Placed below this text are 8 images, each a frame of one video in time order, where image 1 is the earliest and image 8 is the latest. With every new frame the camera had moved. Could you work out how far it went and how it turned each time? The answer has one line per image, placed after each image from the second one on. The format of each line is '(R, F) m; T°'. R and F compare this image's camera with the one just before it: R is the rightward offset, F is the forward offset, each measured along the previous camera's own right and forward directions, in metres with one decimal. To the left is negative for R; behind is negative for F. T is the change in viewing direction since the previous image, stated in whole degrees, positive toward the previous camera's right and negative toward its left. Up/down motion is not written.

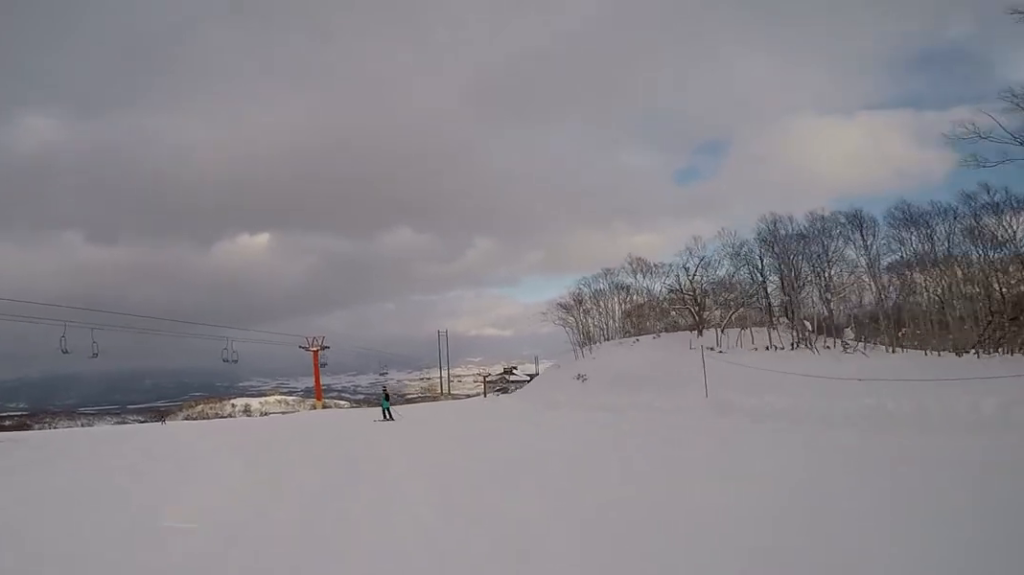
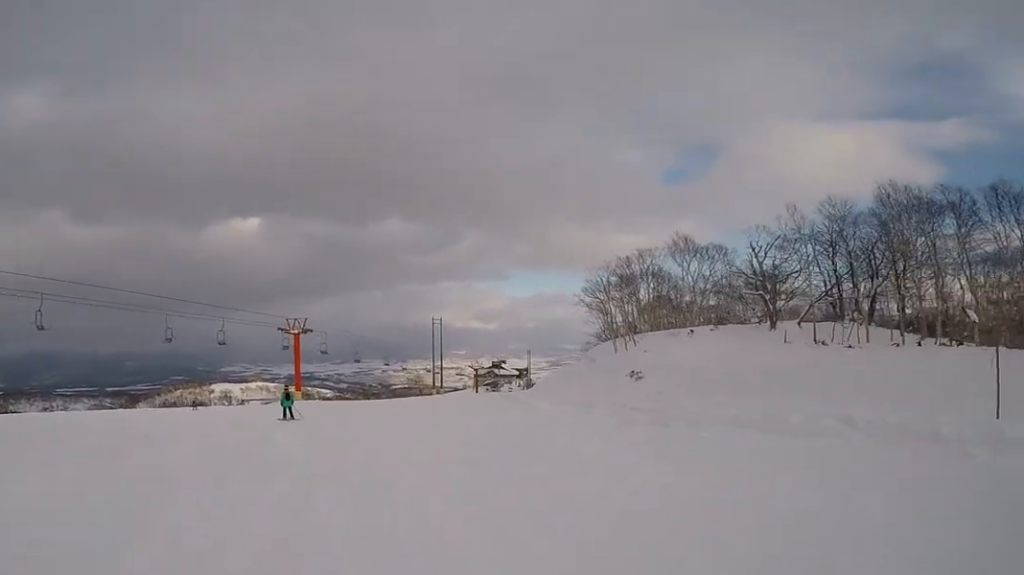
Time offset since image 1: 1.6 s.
(+0.2, +7.3) m; -1°
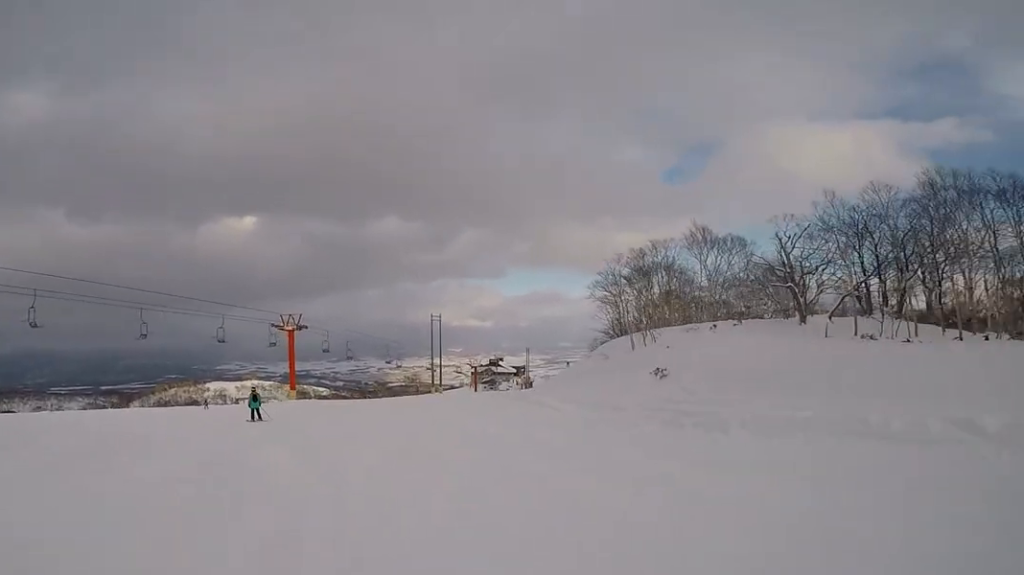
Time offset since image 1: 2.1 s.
(-0.3, +2.3) m; -5°
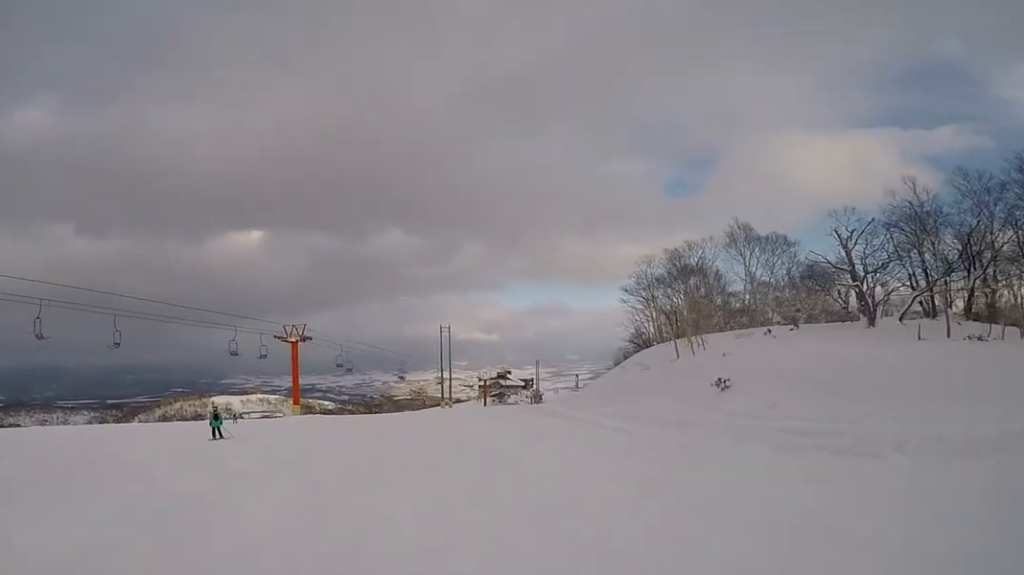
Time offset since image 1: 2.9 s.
(-0.2, +3.4) m; -4°
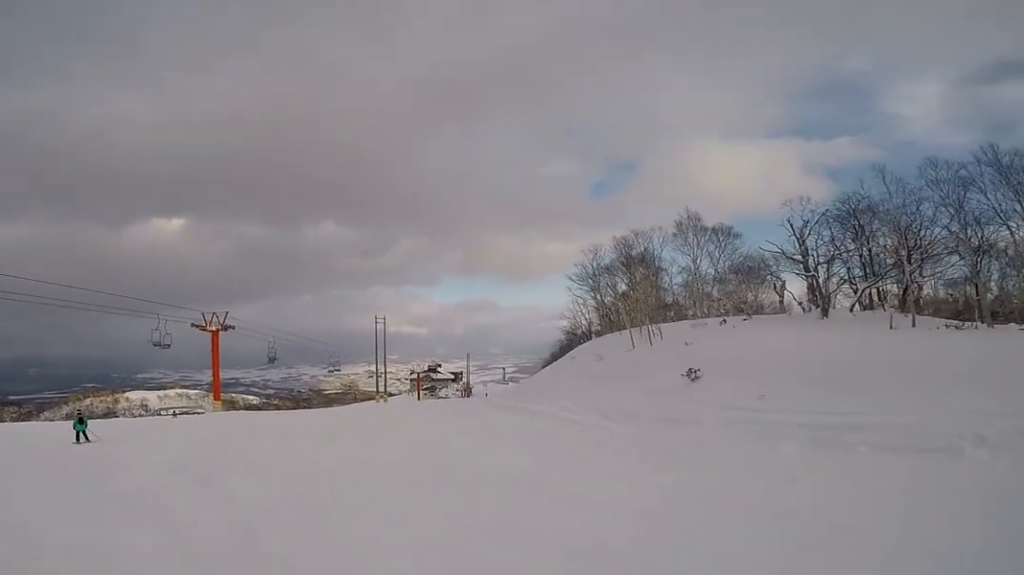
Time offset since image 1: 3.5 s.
(0.0, +3.2) m; -1°
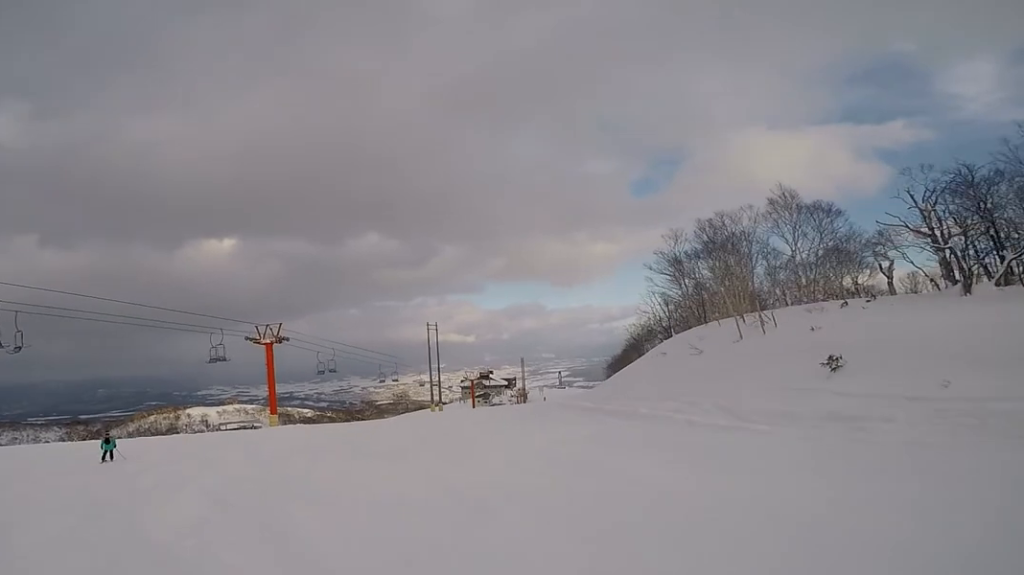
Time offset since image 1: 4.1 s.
(0.0, +3.1) m; -7°
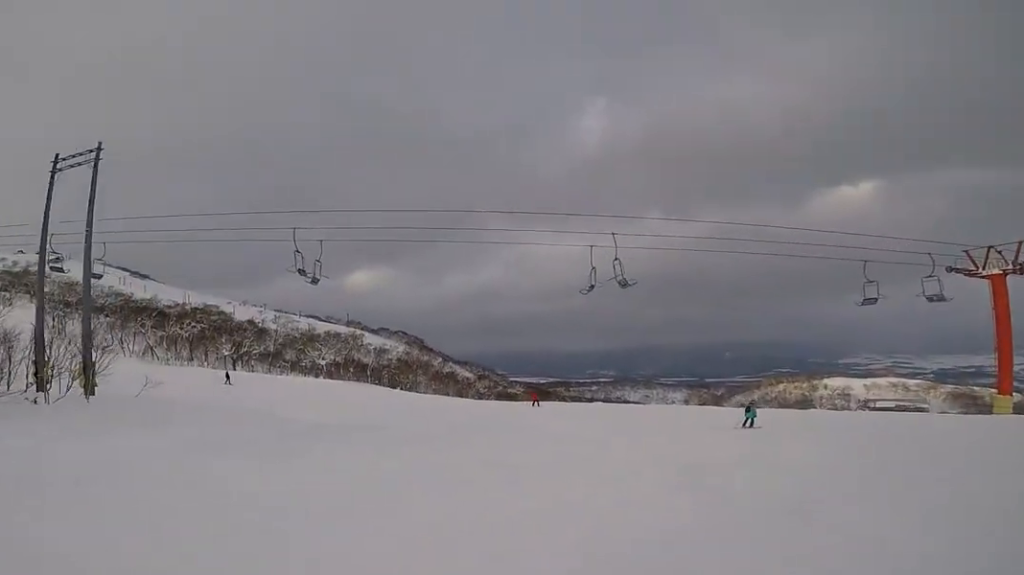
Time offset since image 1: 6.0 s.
(-1.8, +10.0) m; -12°
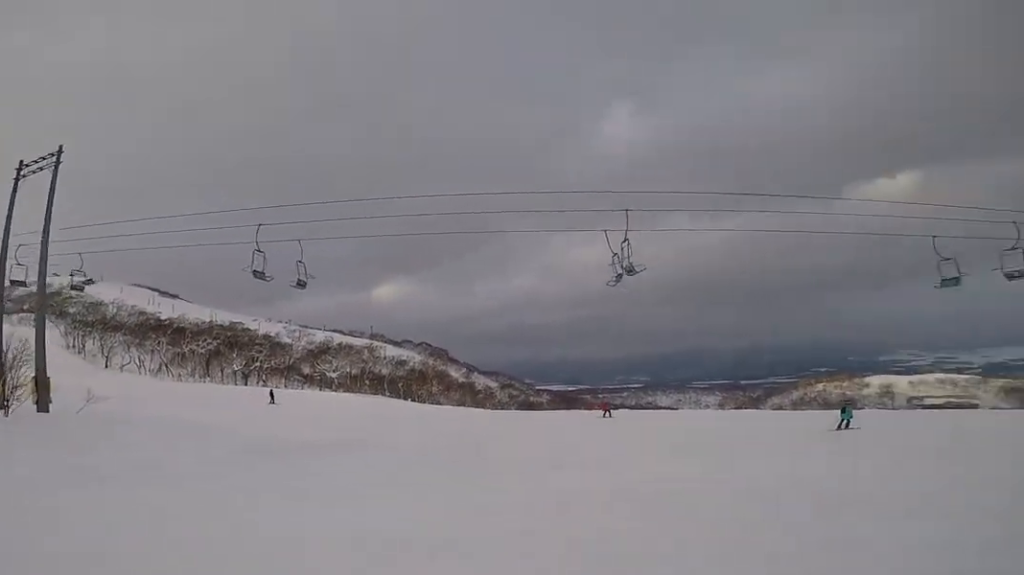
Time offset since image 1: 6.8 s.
(+0.2, +4.2) m; +6°
